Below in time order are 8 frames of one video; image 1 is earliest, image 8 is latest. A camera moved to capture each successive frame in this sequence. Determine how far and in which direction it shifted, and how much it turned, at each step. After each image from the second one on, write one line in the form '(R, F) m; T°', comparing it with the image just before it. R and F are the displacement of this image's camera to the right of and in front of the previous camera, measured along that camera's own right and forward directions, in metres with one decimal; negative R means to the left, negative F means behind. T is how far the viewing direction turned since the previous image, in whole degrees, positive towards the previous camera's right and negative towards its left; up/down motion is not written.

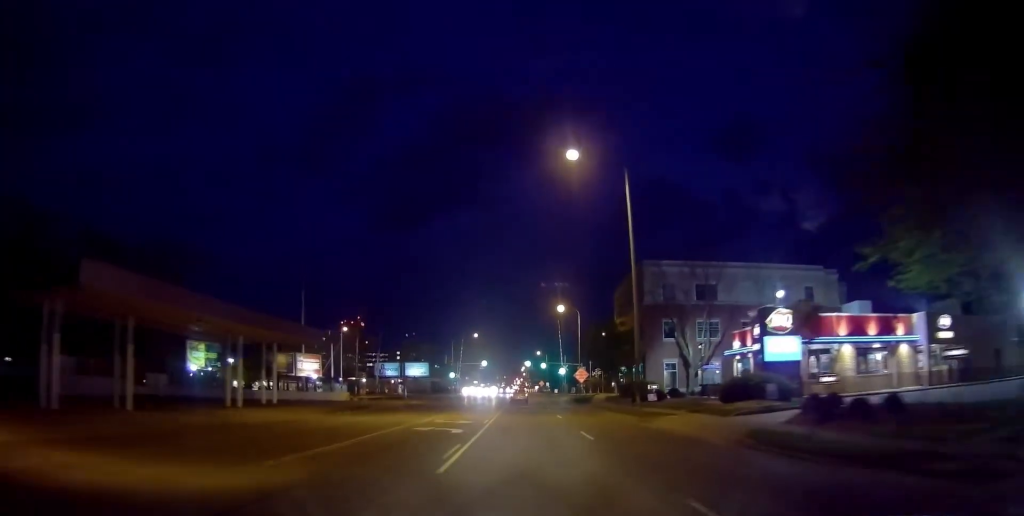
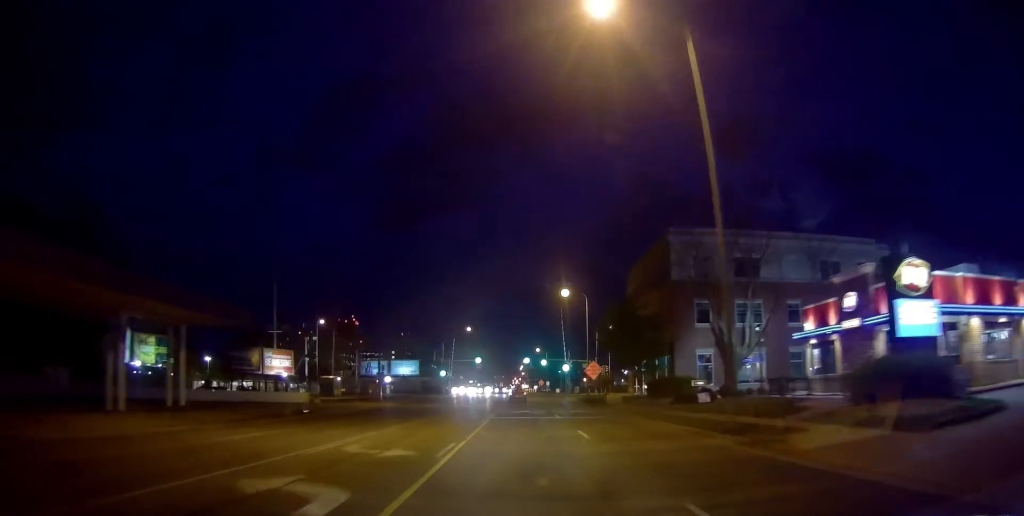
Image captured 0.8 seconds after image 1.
(0.0, +11.9) m; 0°
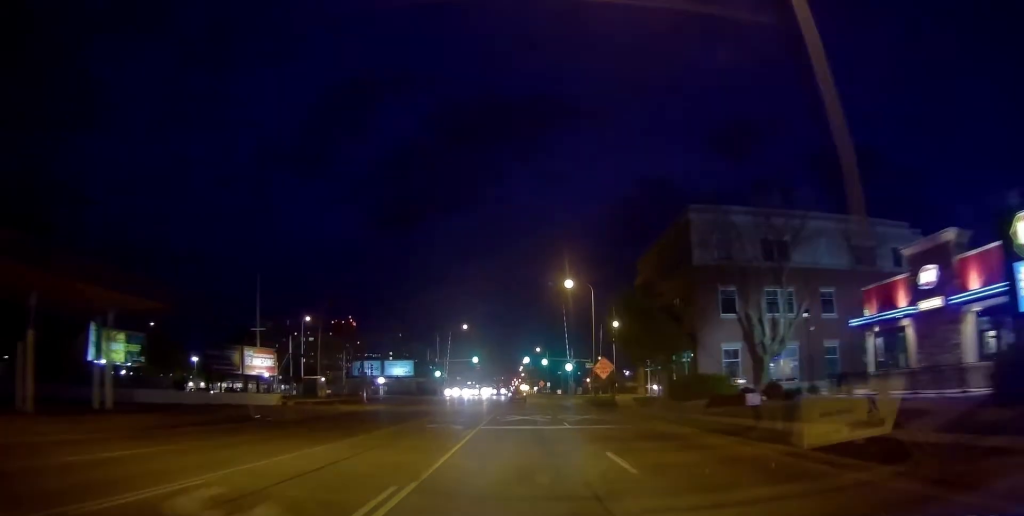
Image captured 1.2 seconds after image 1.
(0.0, +6.7) m; 0°
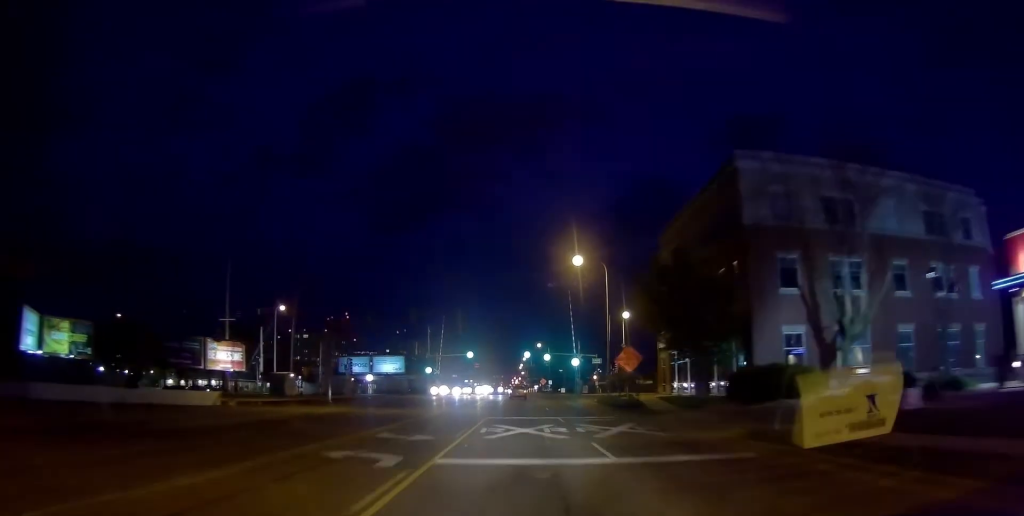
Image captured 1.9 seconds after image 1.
(0.0, +10.4) m; 0°
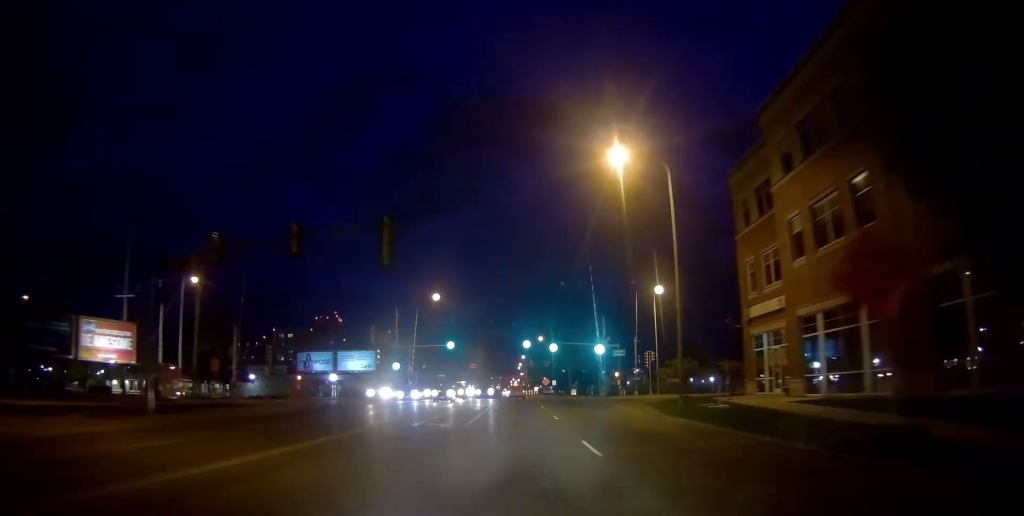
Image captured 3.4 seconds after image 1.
(0.0, +24.2) m; 0°
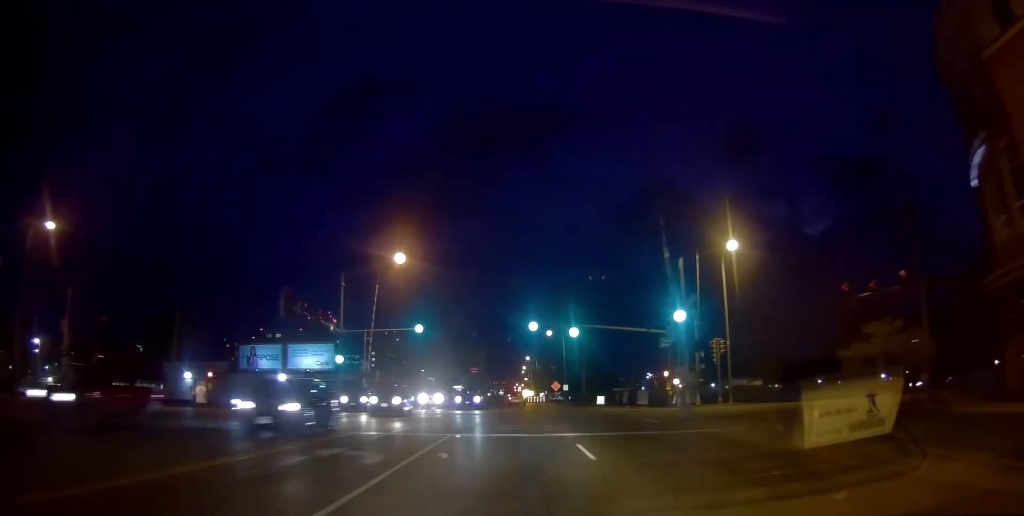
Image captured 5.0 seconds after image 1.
(+0.7, +24.7) m; +2°
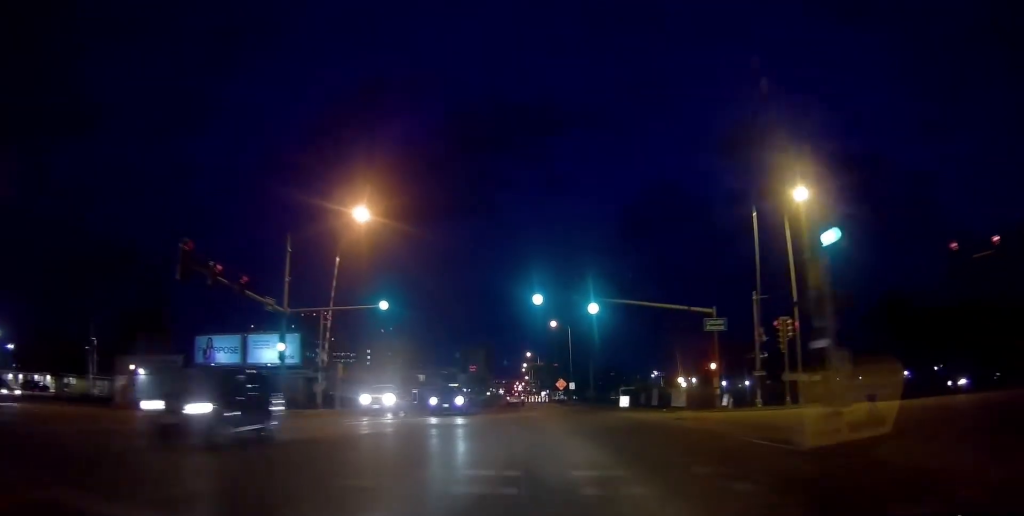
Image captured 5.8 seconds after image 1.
(-0.1, +12.7) m; 0°
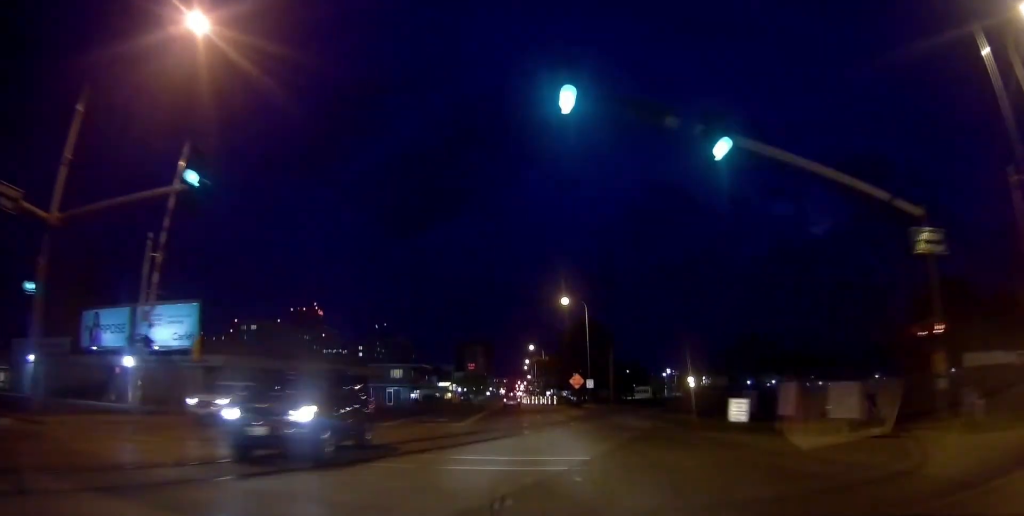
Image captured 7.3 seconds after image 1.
(+0.2, +22.2) m; 0°
